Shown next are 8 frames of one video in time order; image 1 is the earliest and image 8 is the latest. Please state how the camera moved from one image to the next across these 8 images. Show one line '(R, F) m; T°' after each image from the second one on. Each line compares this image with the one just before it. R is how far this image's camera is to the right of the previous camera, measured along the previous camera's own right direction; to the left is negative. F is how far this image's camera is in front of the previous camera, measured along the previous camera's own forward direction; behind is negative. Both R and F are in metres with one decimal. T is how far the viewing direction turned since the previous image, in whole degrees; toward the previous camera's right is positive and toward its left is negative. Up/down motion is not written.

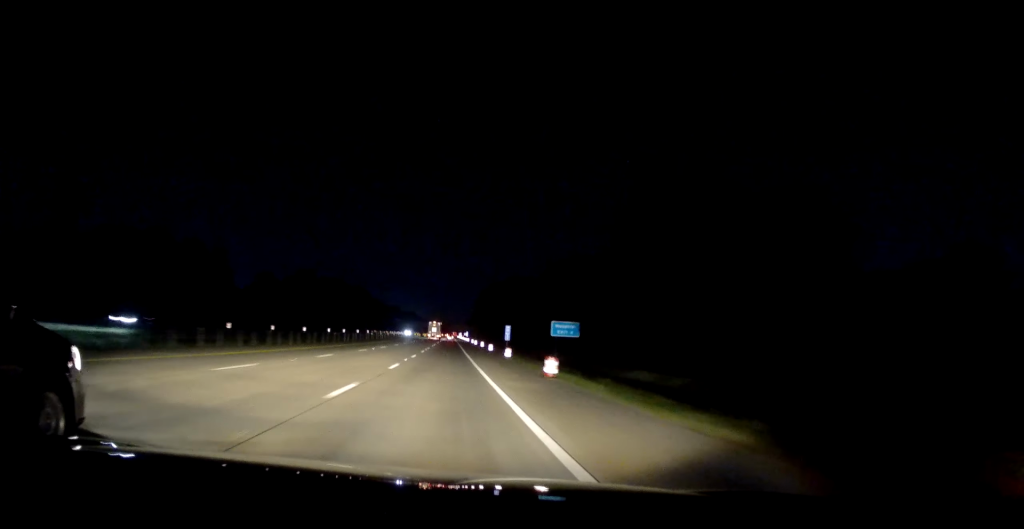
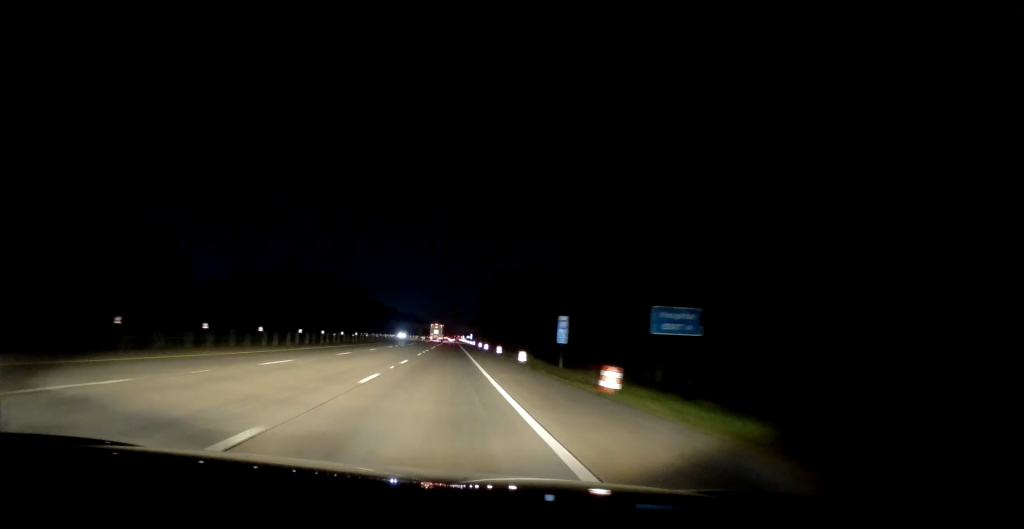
(0.0, +32.3) m; +1°
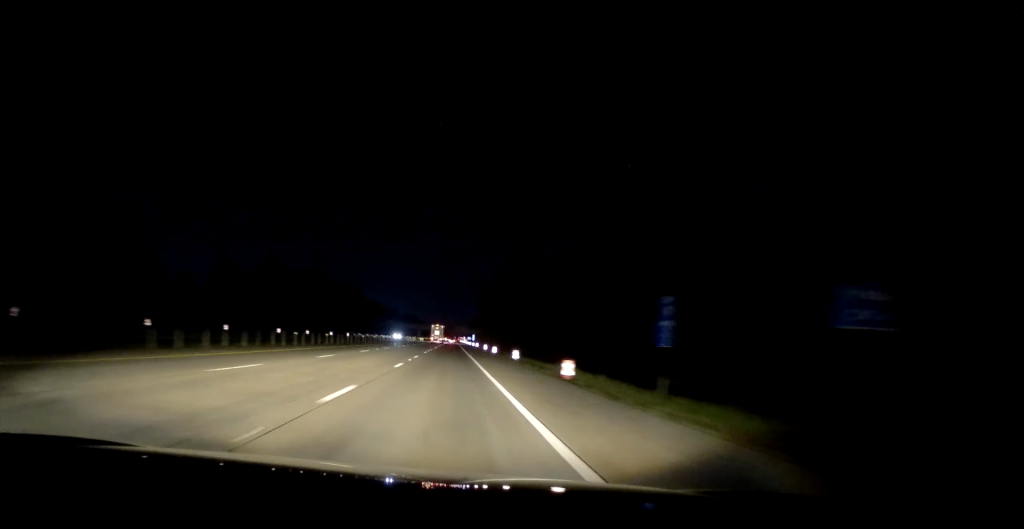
(+0.1, +16.7) m; 0°
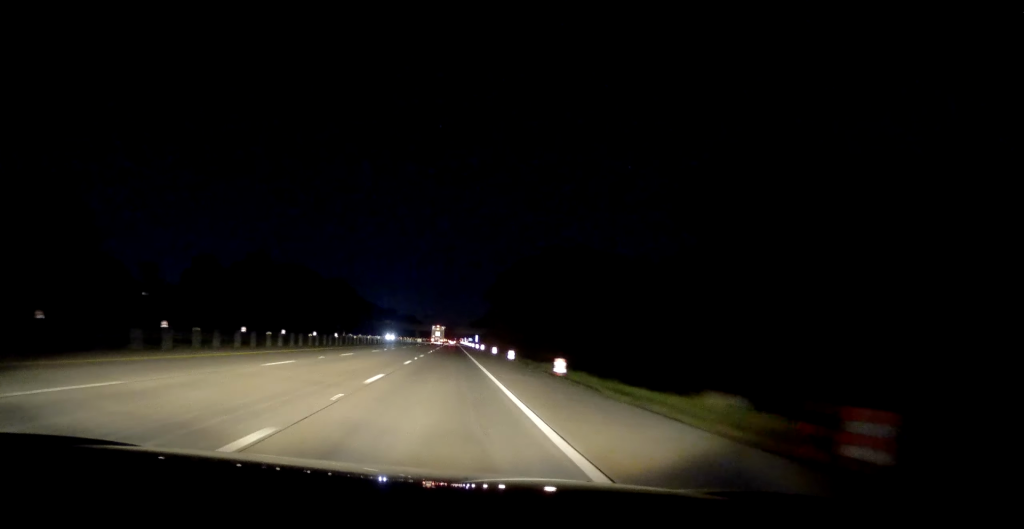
(+0.1, +20.0) m; 0°
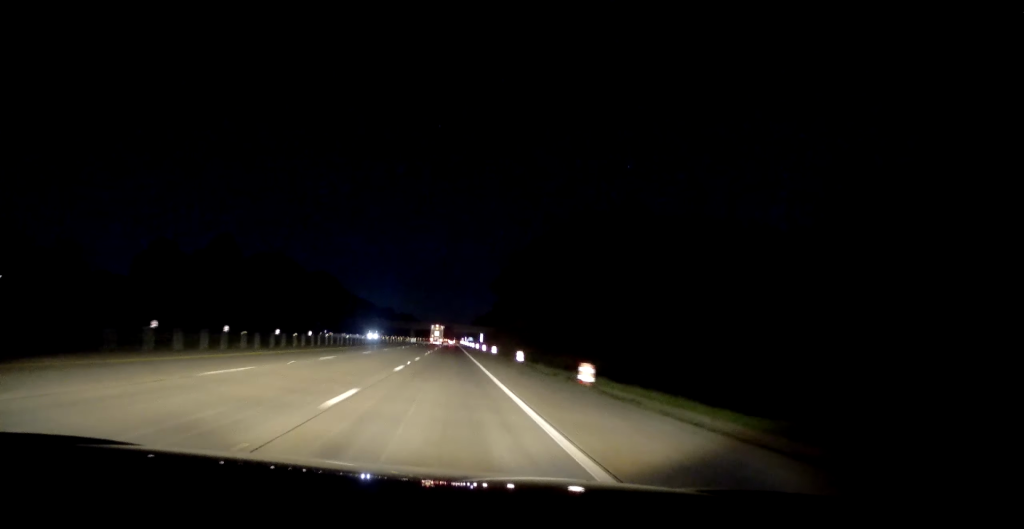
(-0.3, +30.0) m; -1°
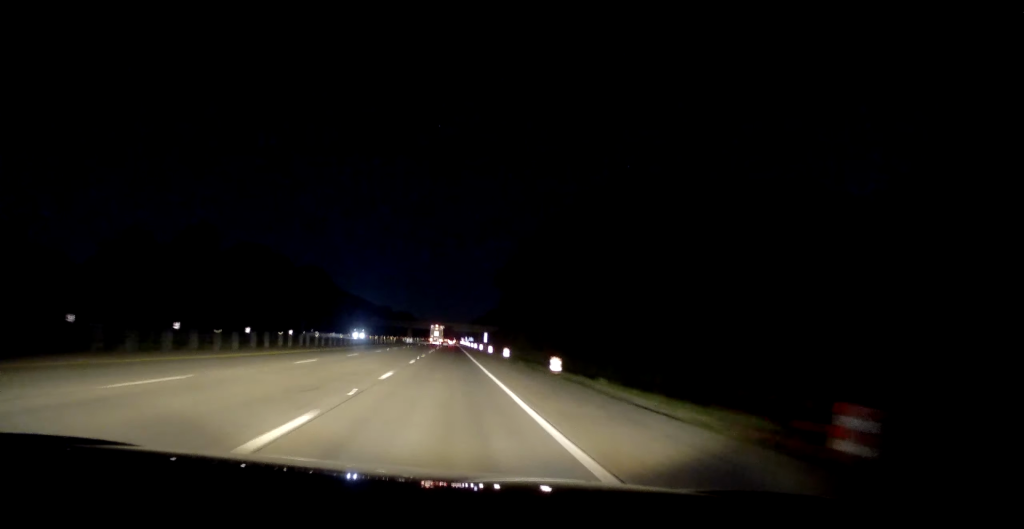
(-0.1, +16.7) m; 0°
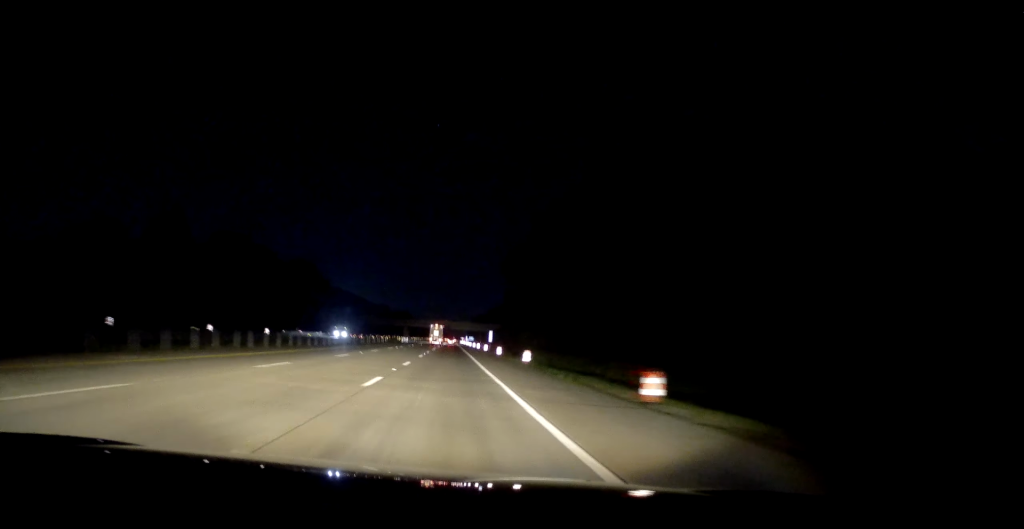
(-0.1, +15.6) m; +1°
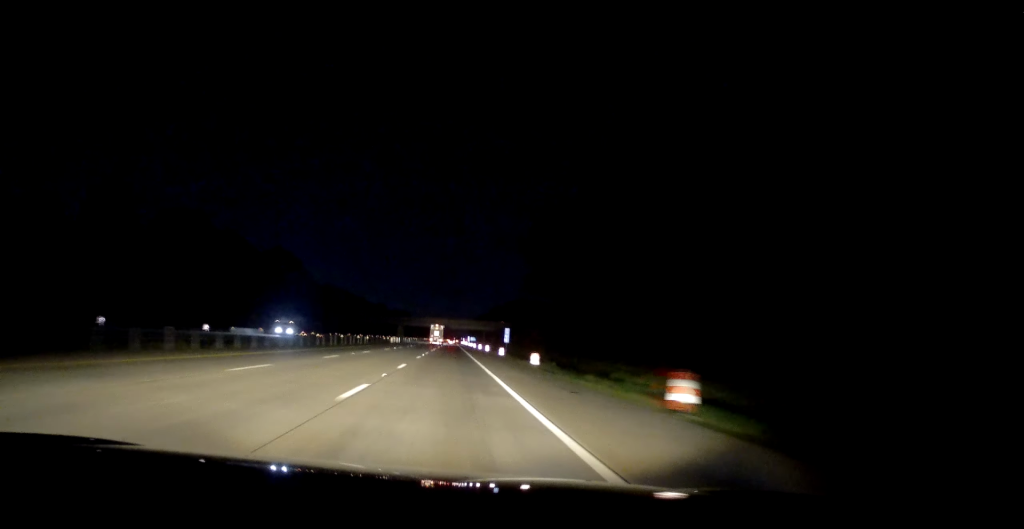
(+0.2, +28.9) m; 0°
